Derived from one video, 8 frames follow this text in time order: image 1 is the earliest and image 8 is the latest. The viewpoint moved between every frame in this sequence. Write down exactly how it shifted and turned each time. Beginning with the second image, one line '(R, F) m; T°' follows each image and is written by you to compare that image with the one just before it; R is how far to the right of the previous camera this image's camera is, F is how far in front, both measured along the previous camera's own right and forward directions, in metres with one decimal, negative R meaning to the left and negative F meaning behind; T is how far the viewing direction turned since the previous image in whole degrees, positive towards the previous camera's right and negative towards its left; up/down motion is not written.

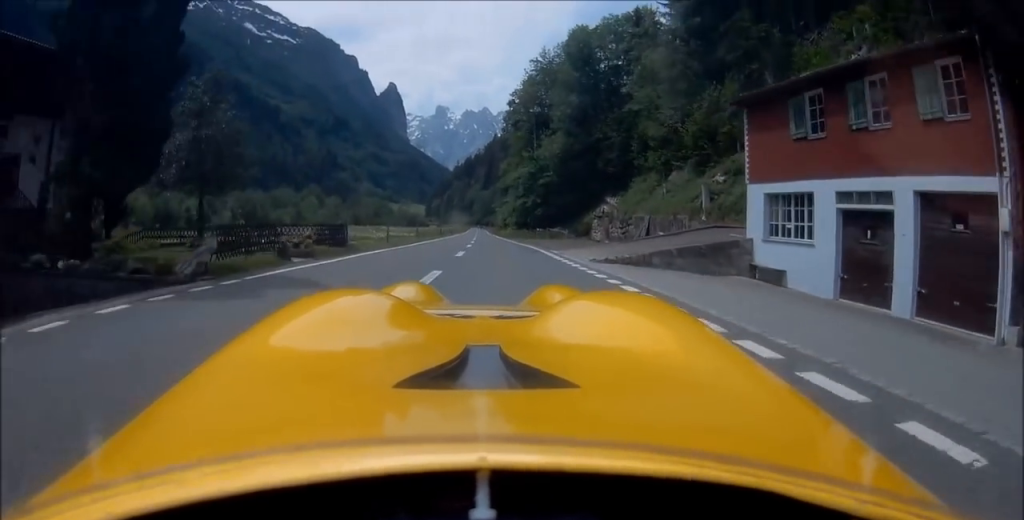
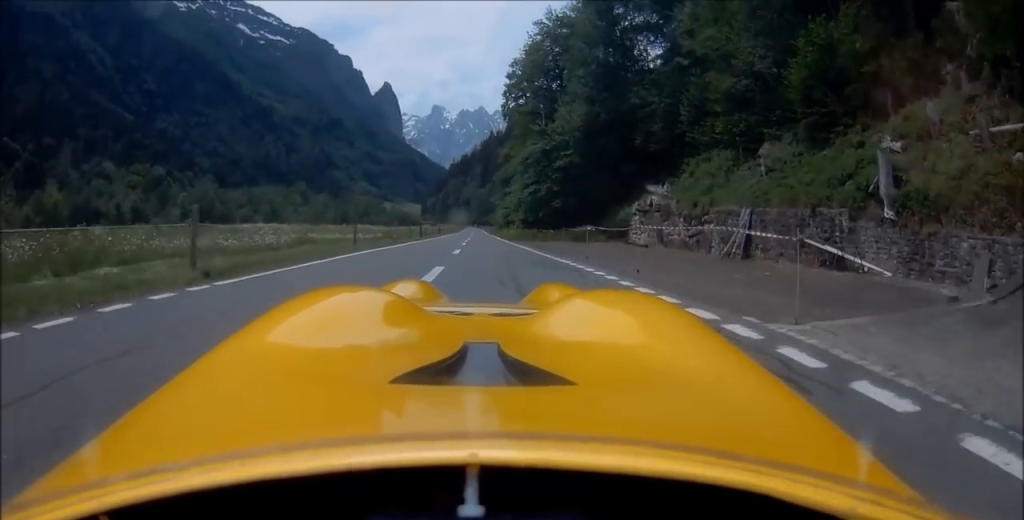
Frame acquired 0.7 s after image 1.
(-0.1, +17.4) m; 0°
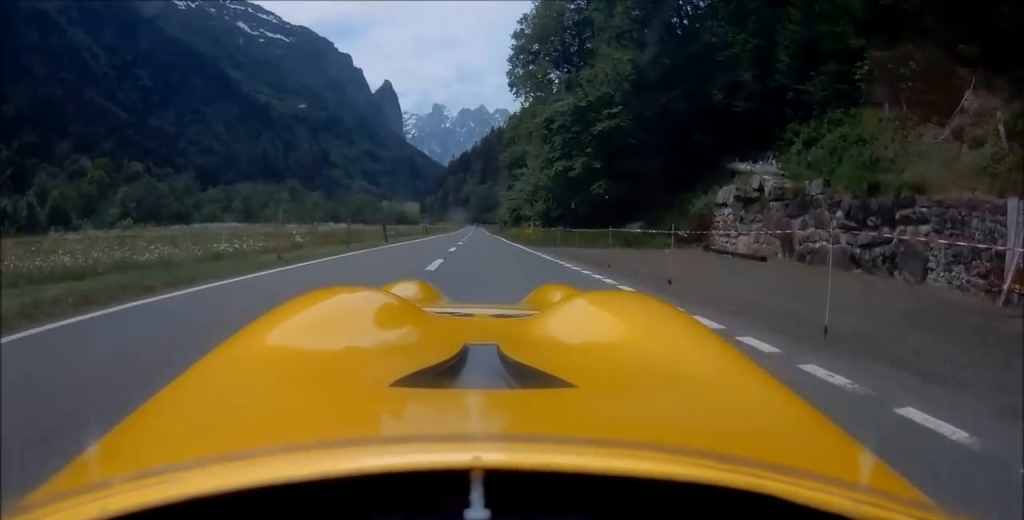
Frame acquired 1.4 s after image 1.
(0.0, +16.2) m; 0°
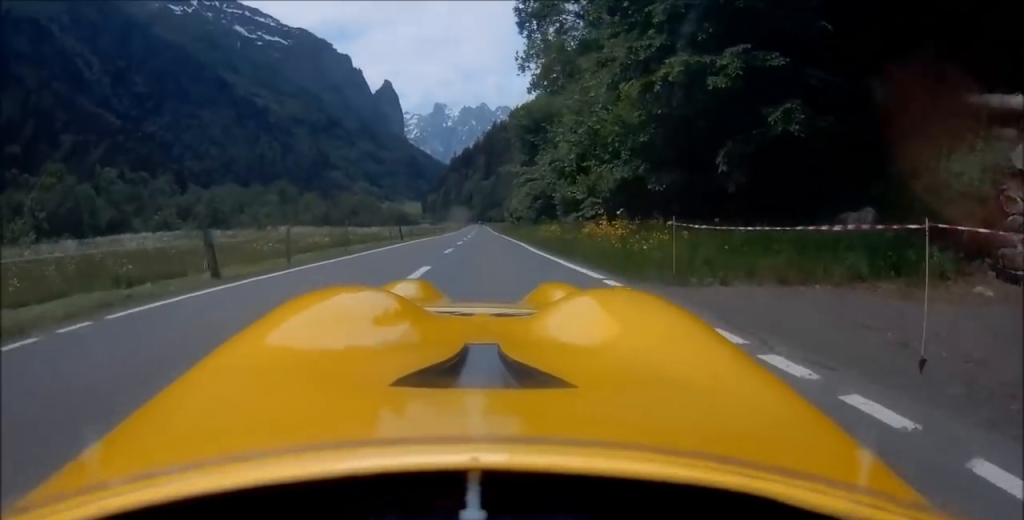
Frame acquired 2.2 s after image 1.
(+0.1, +18.6) m; 0°
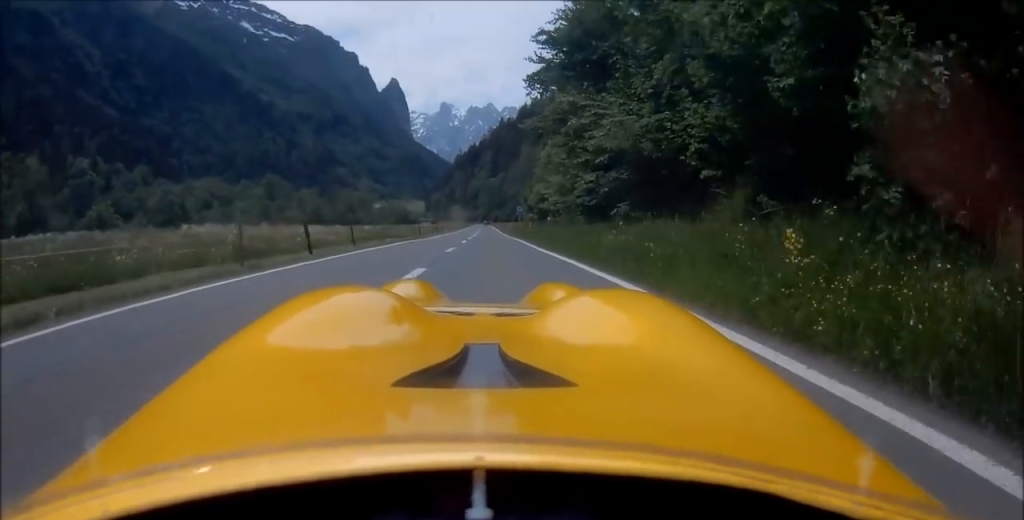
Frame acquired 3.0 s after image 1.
(0.0, +18.6) m; 0°
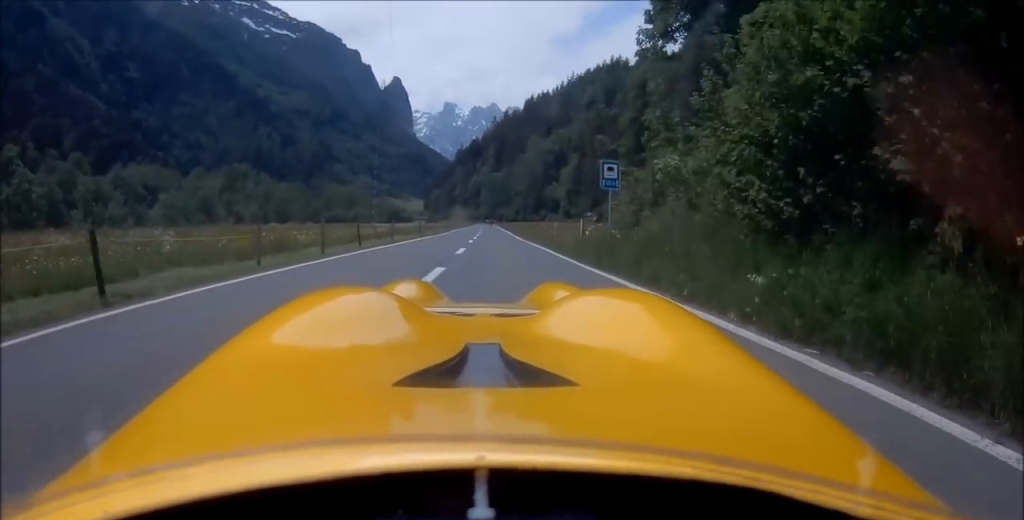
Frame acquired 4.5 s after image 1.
(-0.6, +35.4) m; -2°
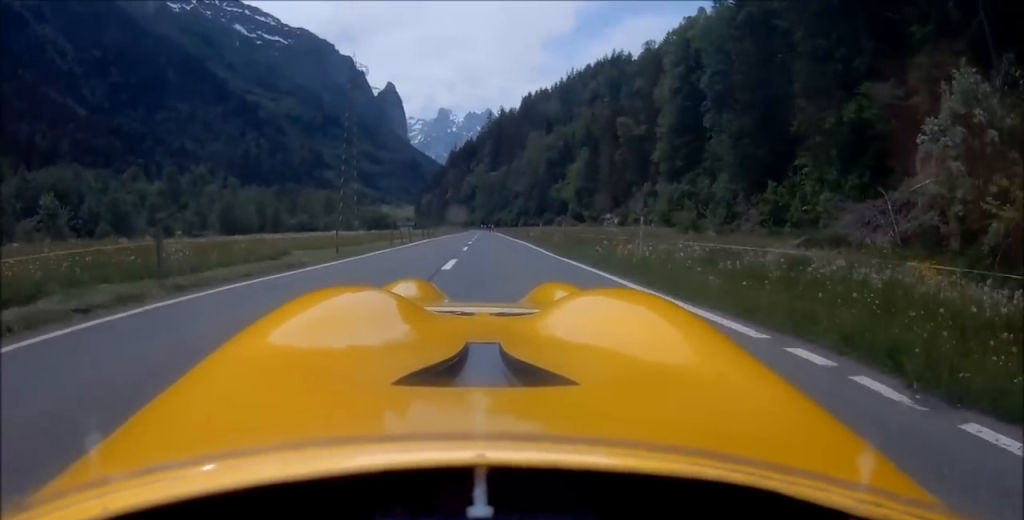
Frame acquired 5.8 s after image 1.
(-0.4, +30.9) m; 0°
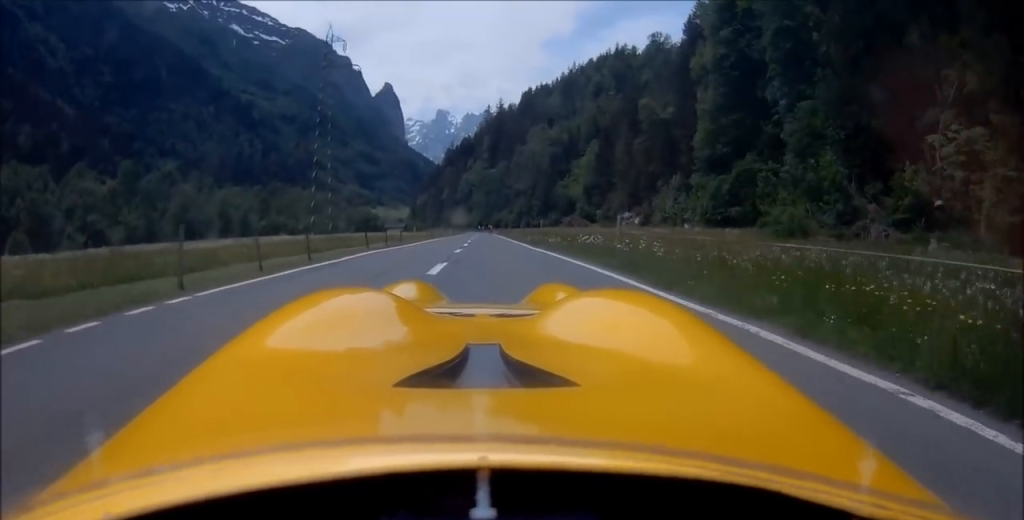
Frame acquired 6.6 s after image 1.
(+0.3, +19.5) m; +1°
